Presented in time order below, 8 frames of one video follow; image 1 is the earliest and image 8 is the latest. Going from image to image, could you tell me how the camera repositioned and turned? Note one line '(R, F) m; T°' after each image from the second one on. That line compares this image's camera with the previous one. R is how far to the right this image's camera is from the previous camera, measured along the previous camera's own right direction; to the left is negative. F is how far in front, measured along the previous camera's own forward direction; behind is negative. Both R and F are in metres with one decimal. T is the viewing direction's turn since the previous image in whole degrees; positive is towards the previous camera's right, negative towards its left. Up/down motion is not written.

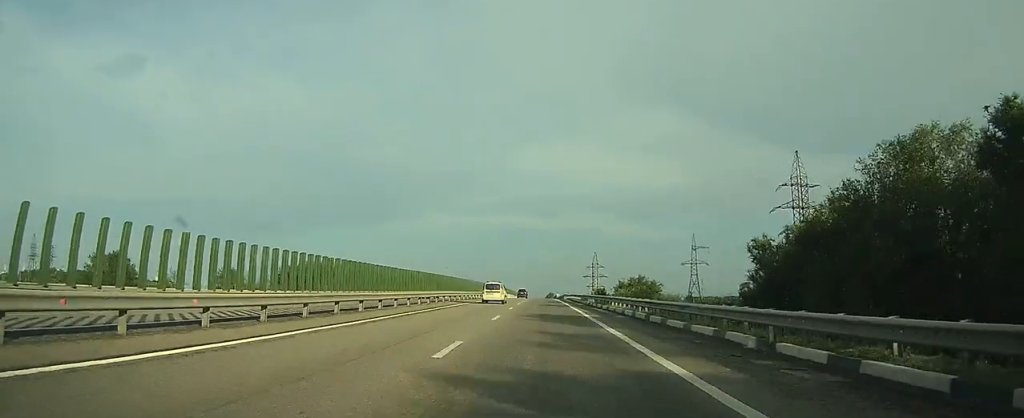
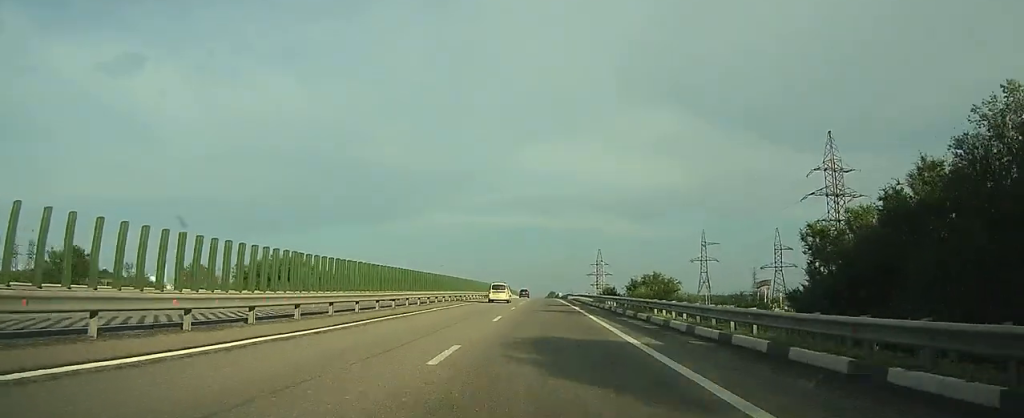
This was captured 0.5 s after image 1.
(0.0, +12.8) m; 0°
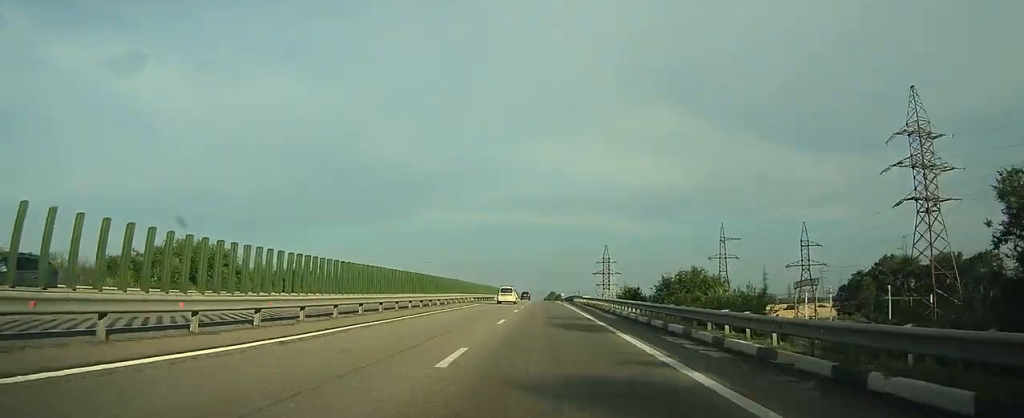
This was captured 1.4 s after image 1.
(0.0, +23.3) m; 0°
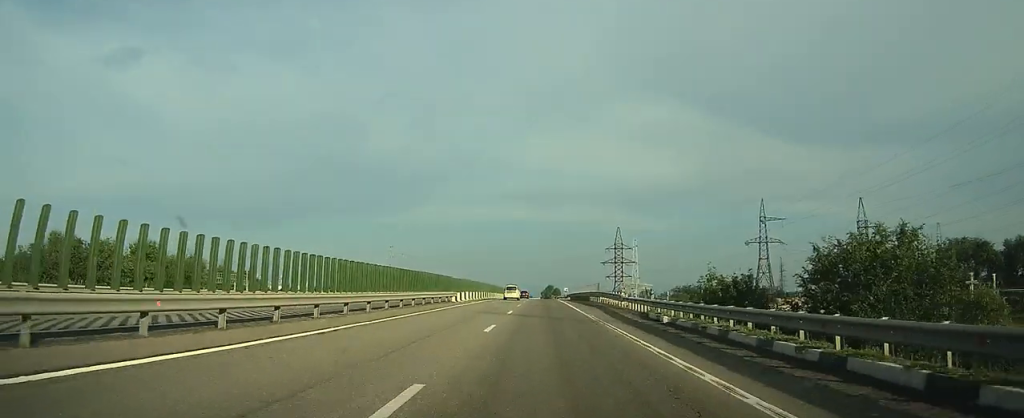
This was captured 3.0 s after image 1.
(0.0, +37.7) m; 0°
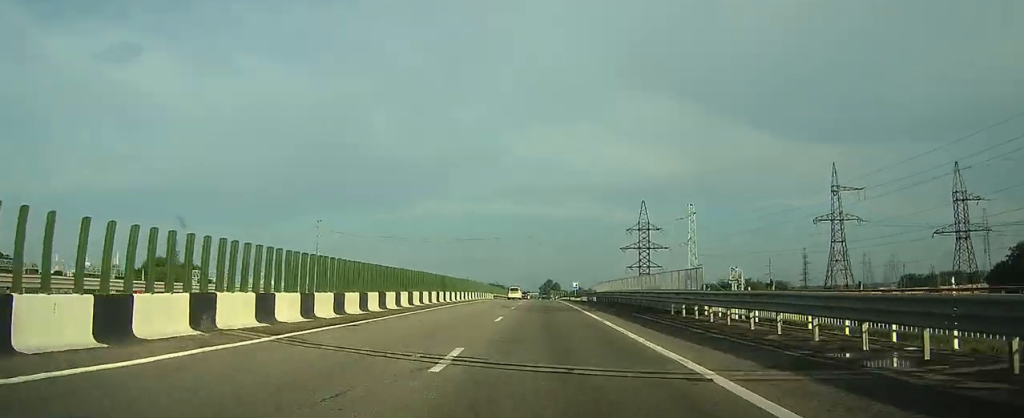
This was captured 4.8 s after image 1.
(-0.1, +37.0) m; 0°
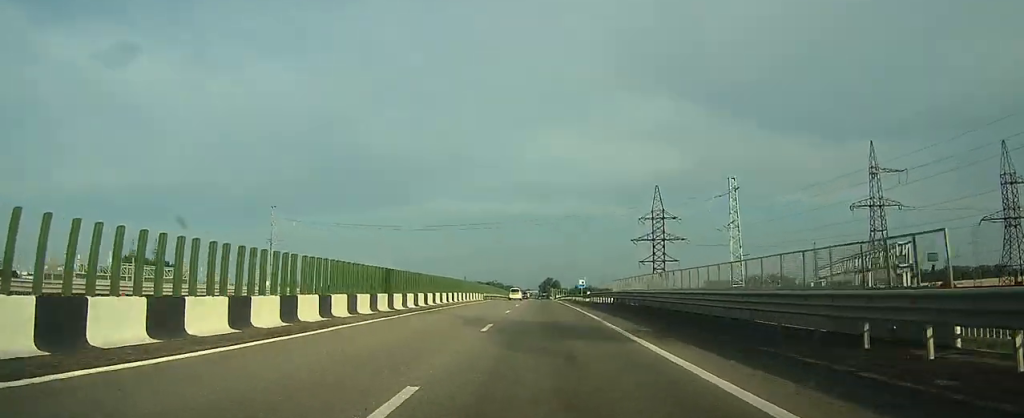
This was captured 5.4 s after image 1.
(0.0, +13.5) m; 0°
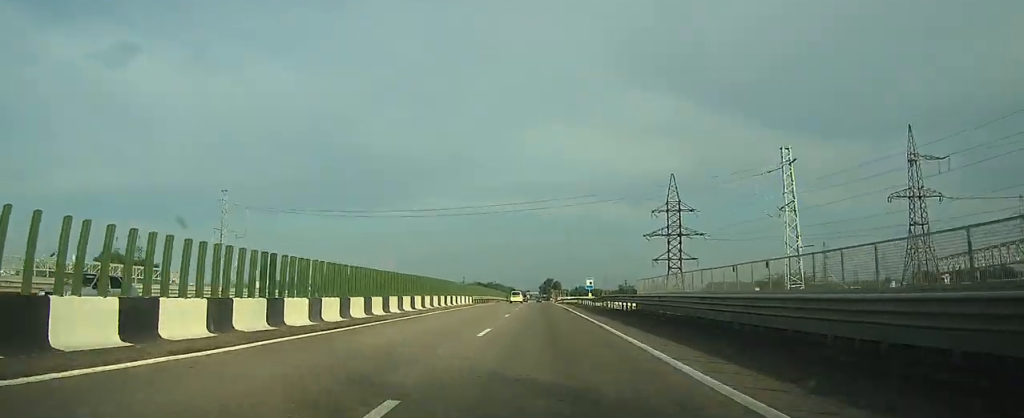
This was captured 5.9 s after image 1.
(0.0, +11.0) m; 0°
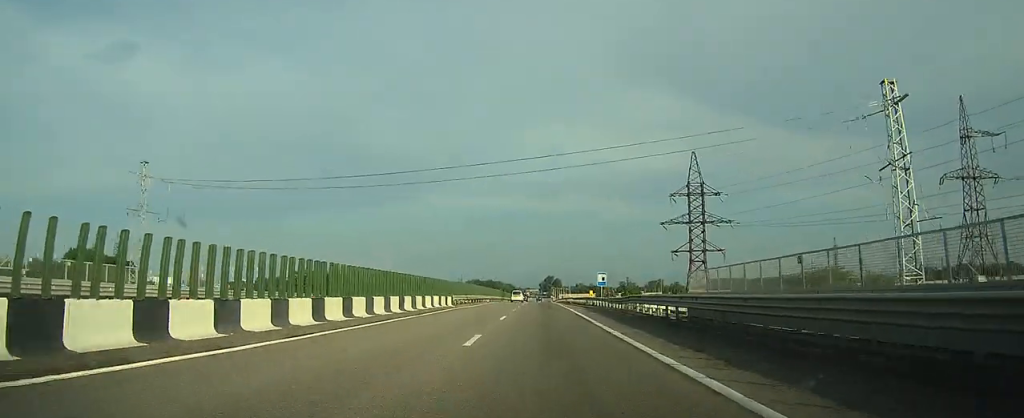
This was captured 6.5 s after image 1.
(0.0, +13.8) m; 0°
